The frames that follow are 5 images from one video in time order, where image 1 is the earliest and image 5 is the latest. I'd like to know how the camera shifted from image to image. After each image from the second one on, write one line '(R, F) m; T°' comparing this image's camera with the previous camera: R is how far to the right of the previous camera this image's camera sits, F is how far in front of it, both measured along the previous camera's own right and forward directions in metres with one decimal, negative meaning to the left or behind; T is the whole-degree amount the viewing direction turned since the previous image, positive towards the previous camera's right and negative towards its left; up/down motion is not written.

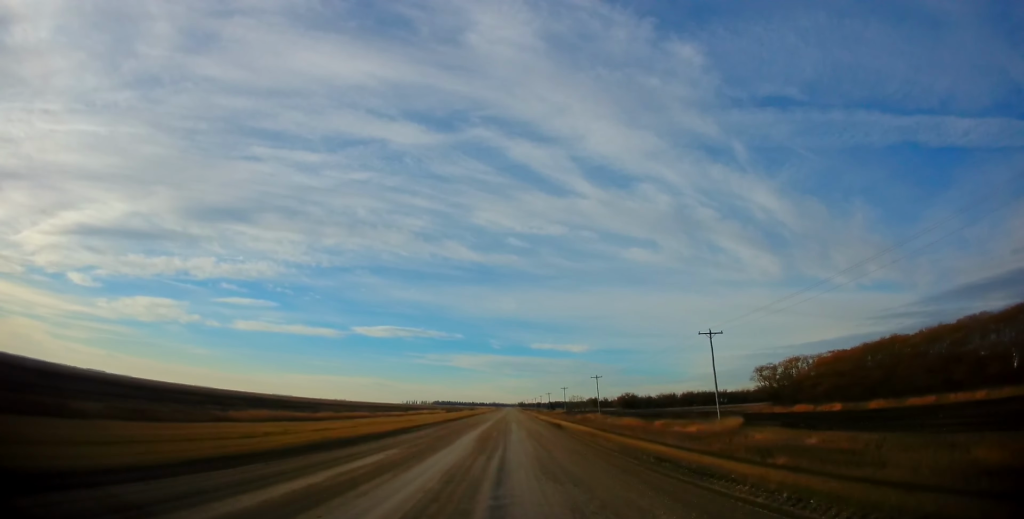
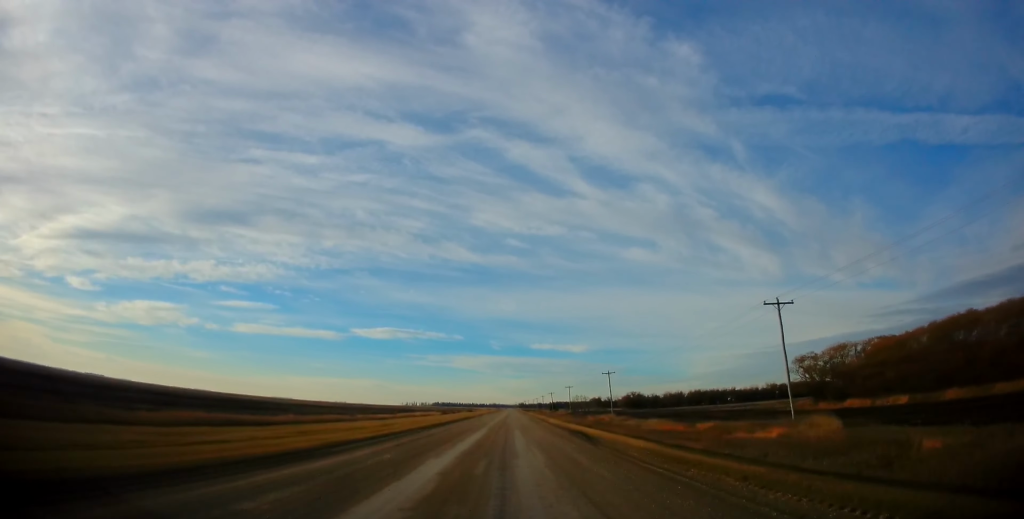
(+0.4, +14.0) m; 0°
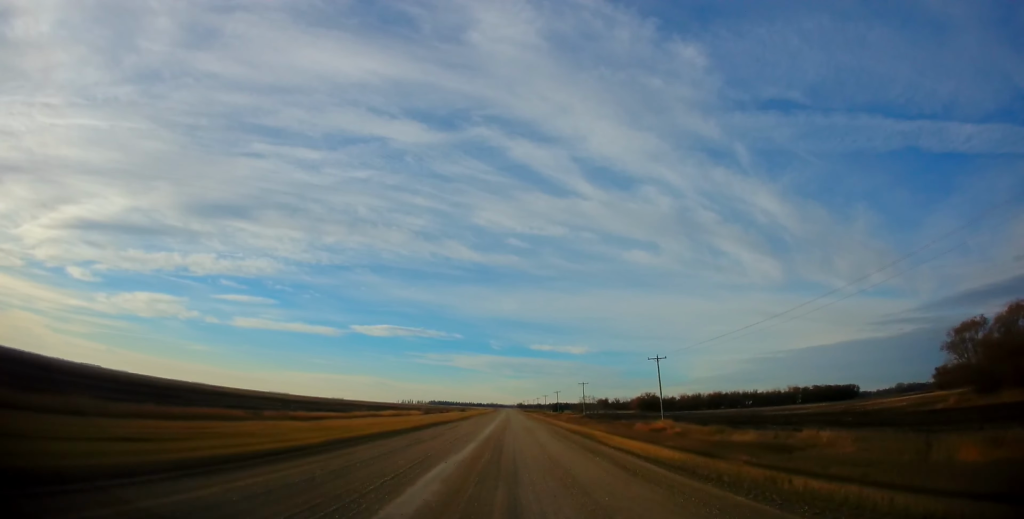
(-0.7, +34.3) m; 0°
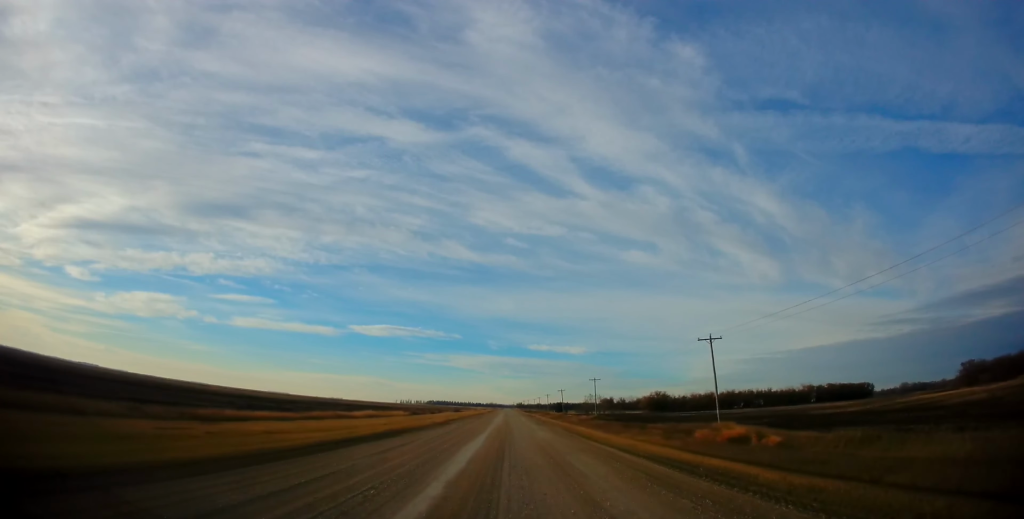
(+0.3, +18.9) m; +2°
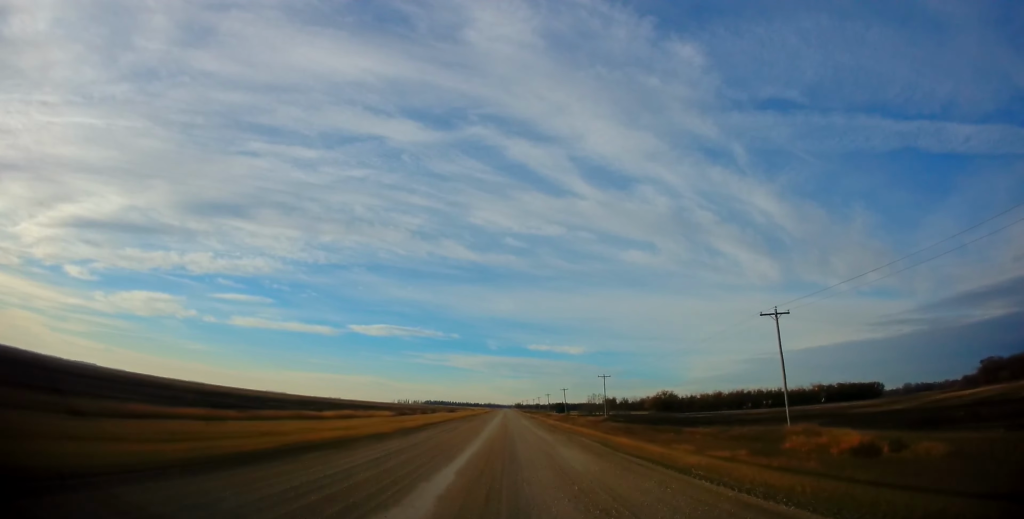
(+0.3, +13.1) m; 0°
